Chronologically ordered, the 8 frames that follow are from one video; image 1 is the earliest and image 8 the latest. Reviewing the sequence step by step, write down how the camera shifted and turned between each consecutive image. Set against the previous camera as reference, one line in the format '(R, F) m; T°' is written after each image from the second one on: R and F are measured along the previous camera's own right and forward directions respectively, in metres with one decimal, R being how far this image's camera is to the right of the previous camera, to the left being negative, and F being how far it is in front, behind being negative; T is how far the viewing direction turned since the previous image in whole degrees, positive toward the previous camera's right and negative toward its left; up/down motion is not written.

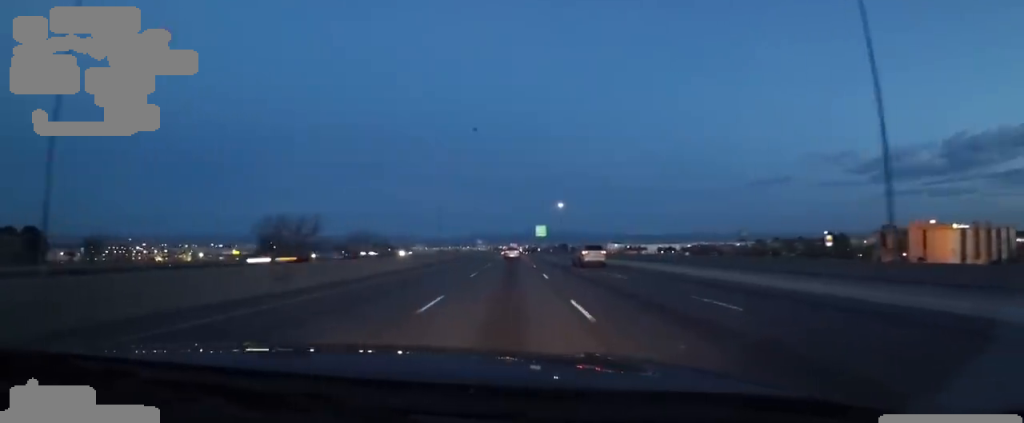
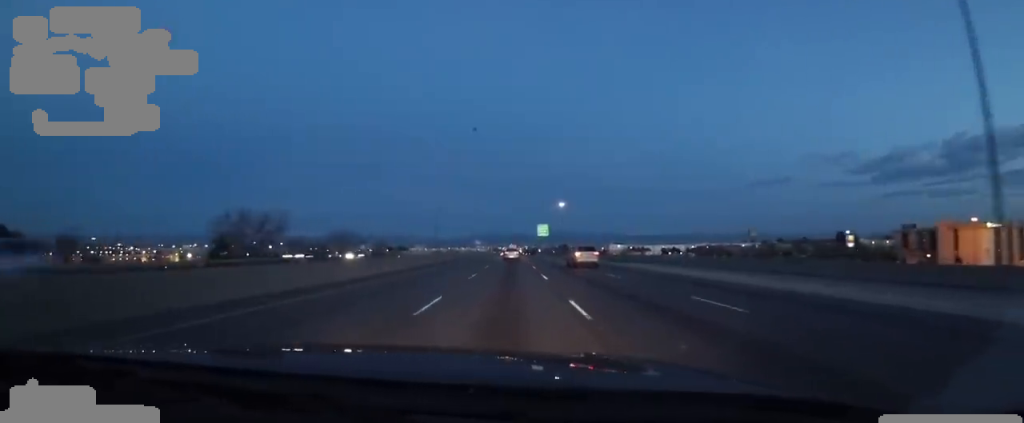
(0.0, +11.9) m; 0°
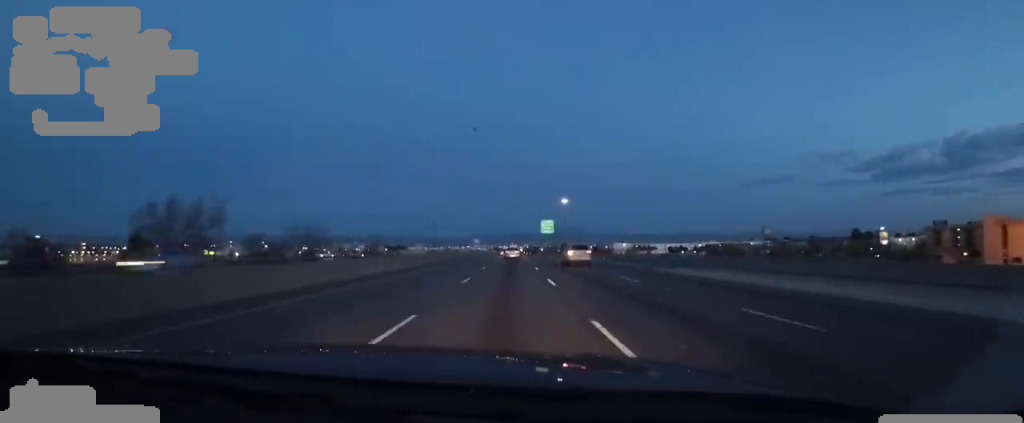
(0.0, +15.6) m; 0°
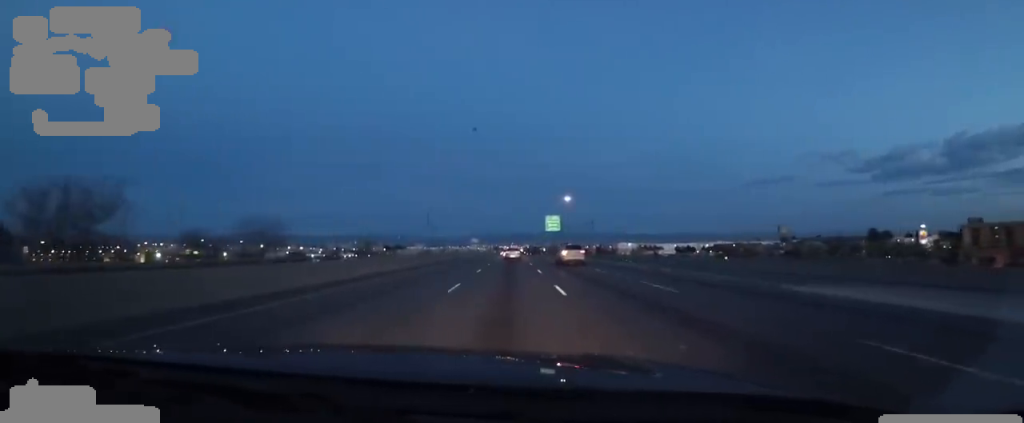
(0.0, +15.6) m; 0°
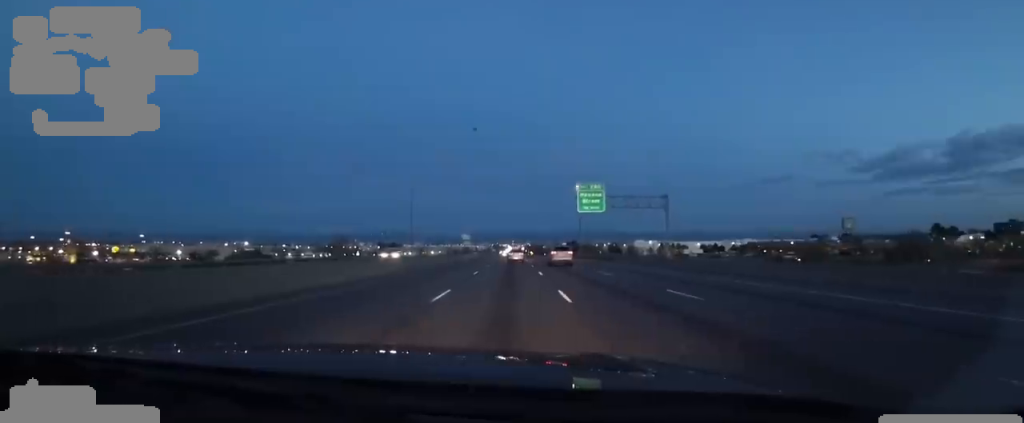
(-0.1, +49.9) m; 0°
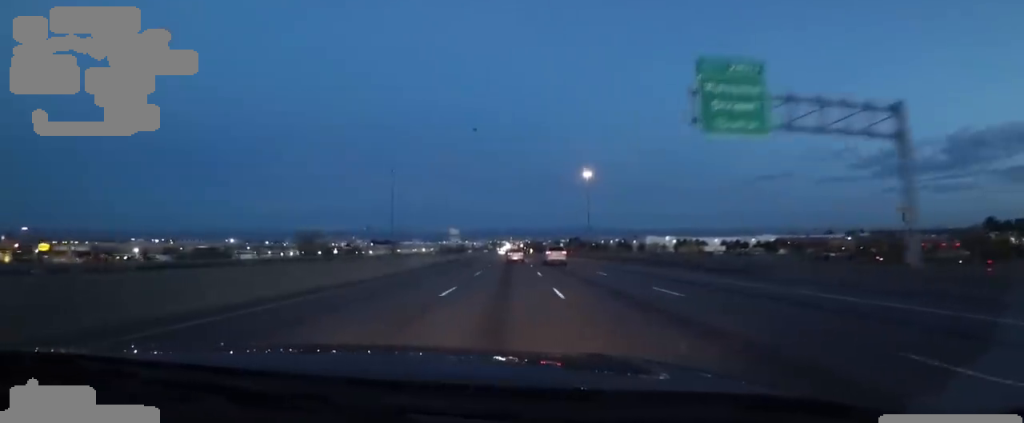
(+0.1, +35.5) m; 0°
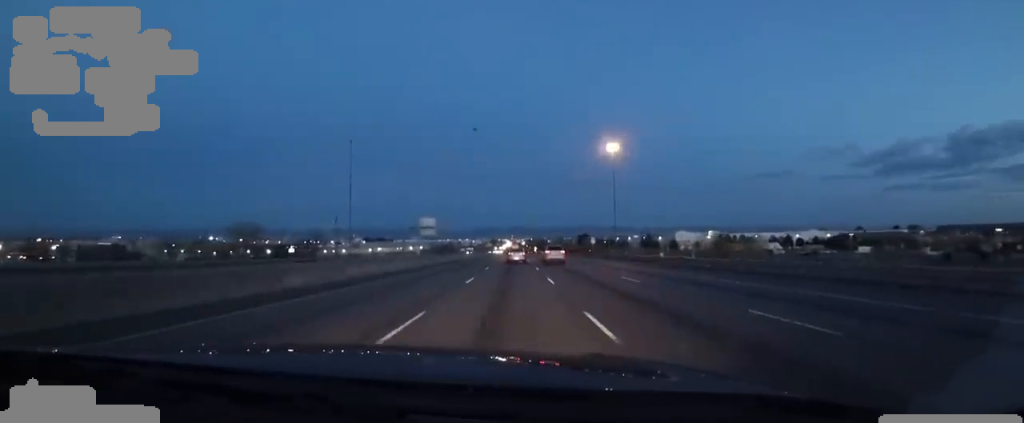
(-0.1, +55.8) m; 0°
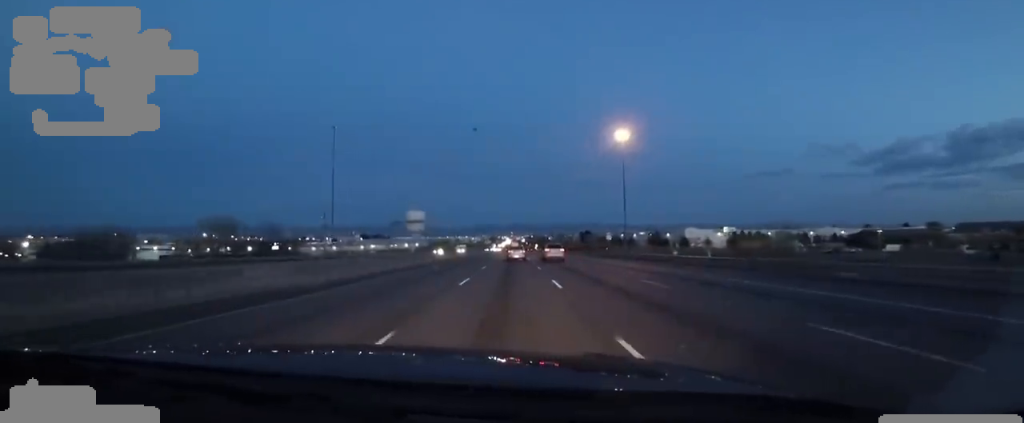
(0.0, +15.3) m; 0°
